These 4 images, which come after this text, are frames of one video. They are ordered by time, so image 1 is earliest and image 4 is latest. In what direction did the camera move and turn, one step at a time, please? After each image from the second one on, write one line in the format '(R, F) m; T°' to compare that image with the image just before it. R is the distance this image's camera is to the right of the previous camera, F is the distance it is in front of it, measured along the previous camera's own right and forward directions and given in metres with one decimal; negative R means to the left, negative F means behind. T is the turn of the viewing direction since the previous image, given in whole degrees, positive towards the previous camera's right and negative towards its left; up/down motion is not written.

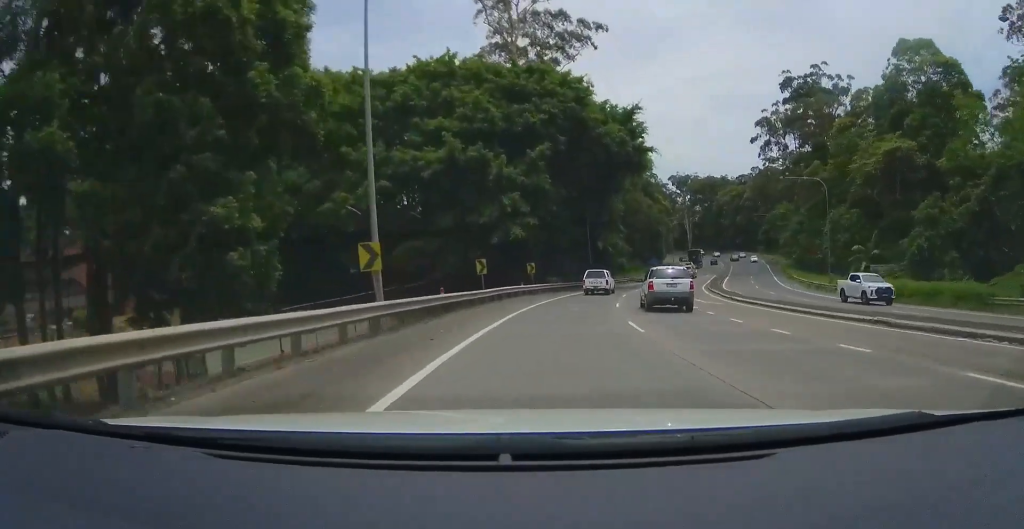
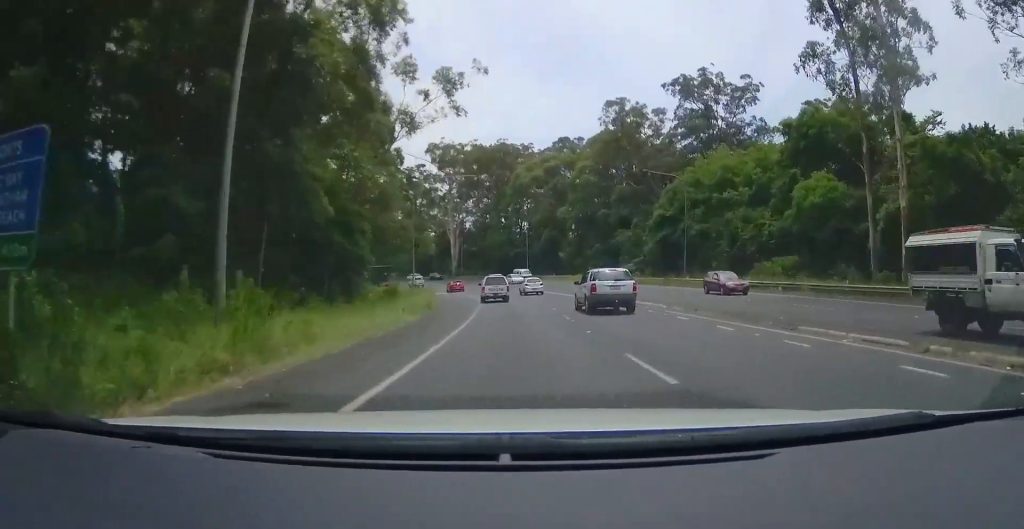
(+25.9, +99.2) m; +26°
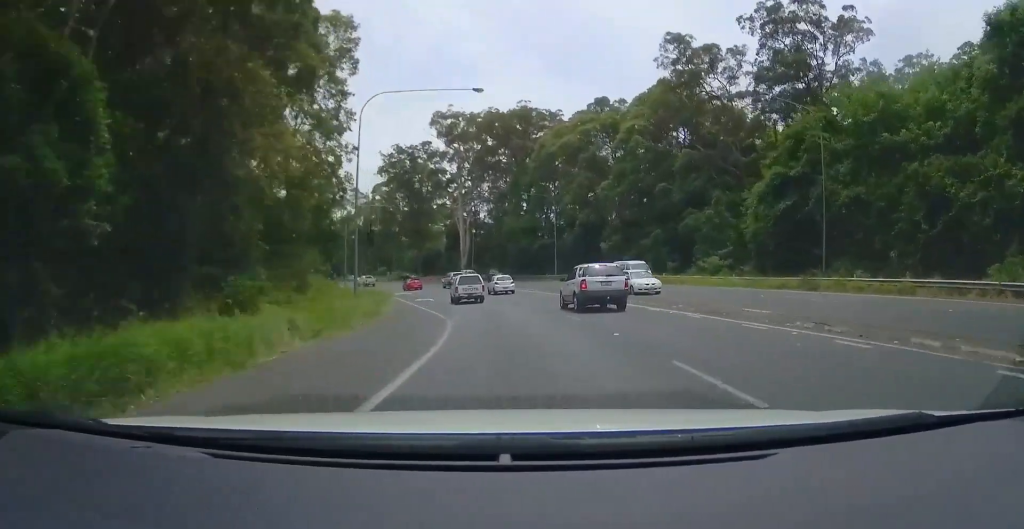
(+0.8, +25.2) m; +3°
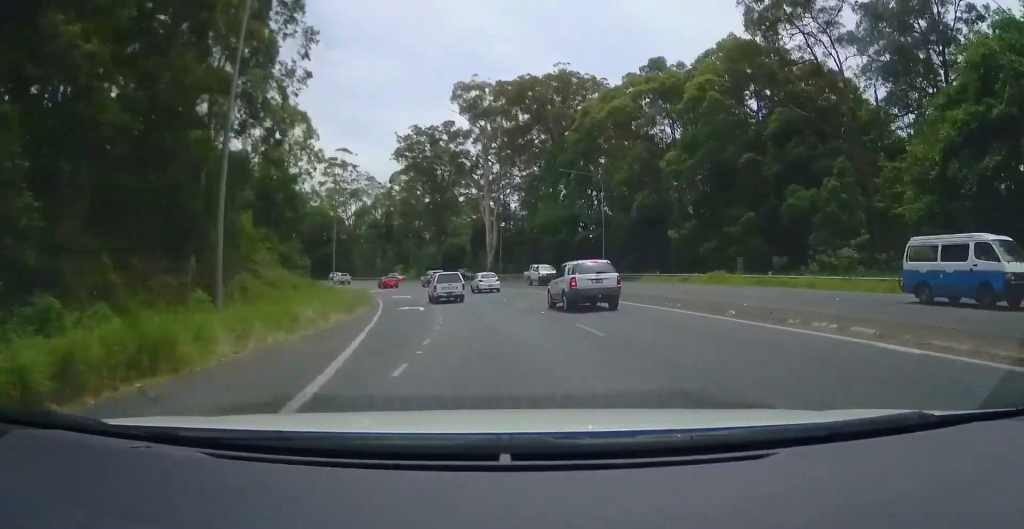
(+0.3, +17.4) m; -1°
